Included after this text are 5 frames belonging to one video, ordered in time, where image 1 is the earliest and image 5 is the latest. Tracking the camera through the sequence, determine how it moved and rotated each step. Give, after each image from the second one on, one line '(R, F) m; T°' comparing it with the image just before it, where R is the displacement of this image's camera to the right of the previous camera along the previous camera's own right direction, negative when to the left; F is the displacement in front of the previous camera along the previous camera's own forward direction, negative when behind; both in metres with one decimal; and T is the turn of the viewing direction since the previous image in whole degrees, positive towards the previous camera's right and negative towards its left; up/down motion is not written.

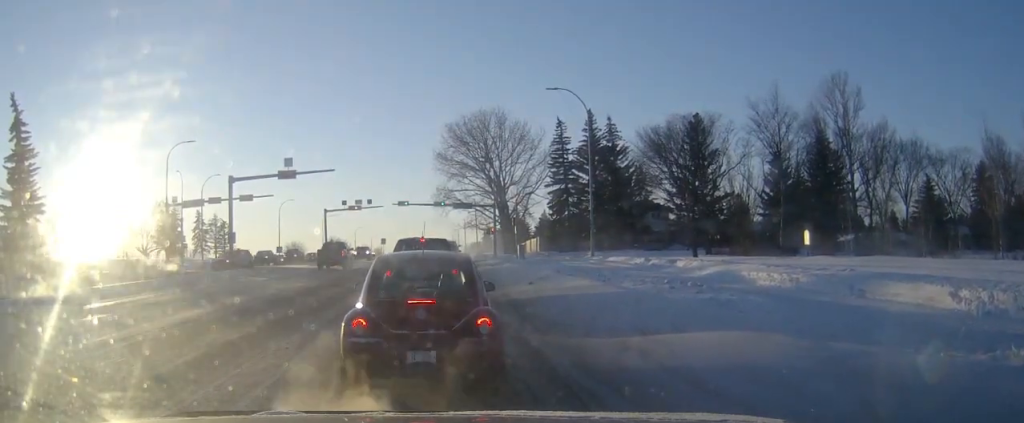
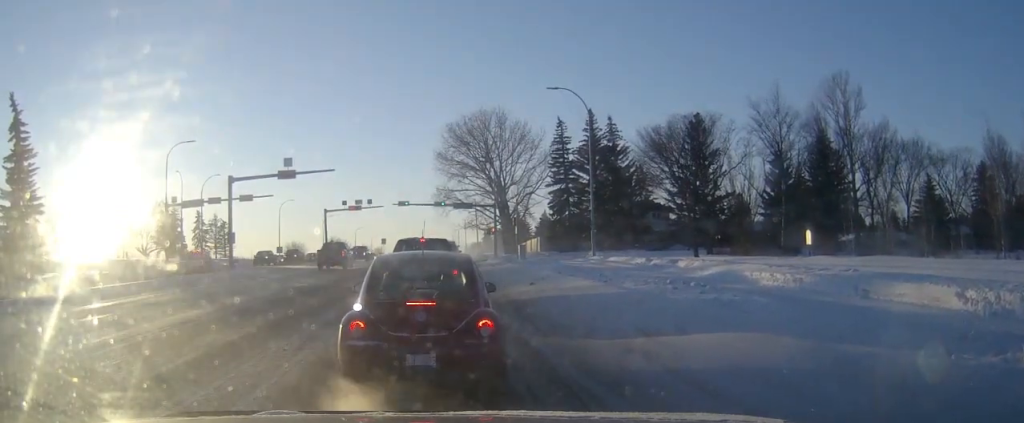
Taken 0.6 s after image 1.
(0.0, +0.2) m; 0°
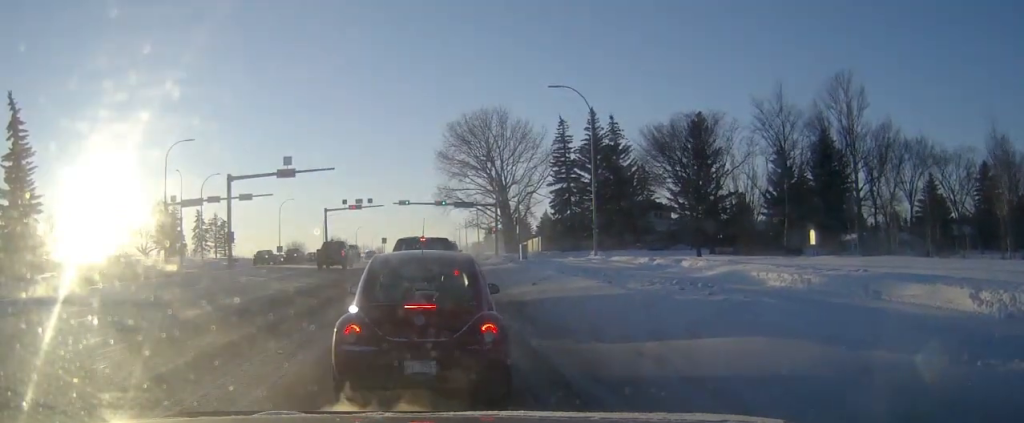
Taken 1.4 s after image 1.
(0.0, +0.3) m; 0°
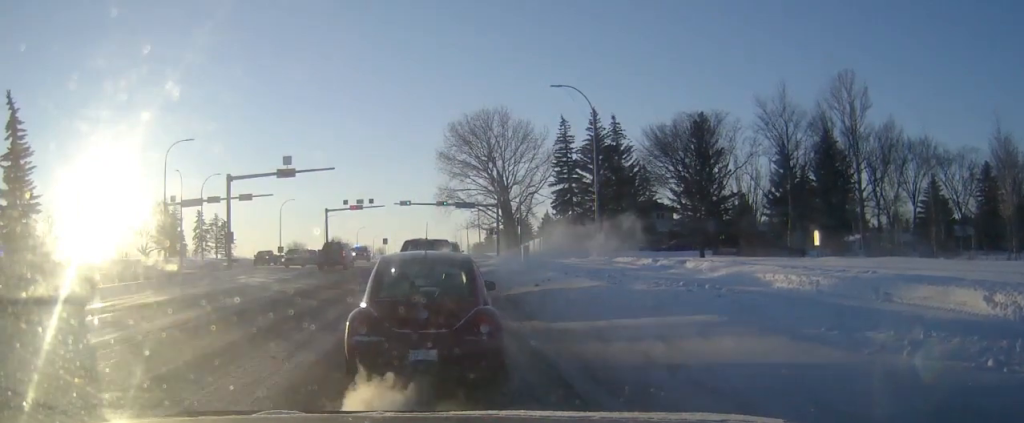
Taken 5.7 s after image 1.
(0.0, +1.8) m; 0°
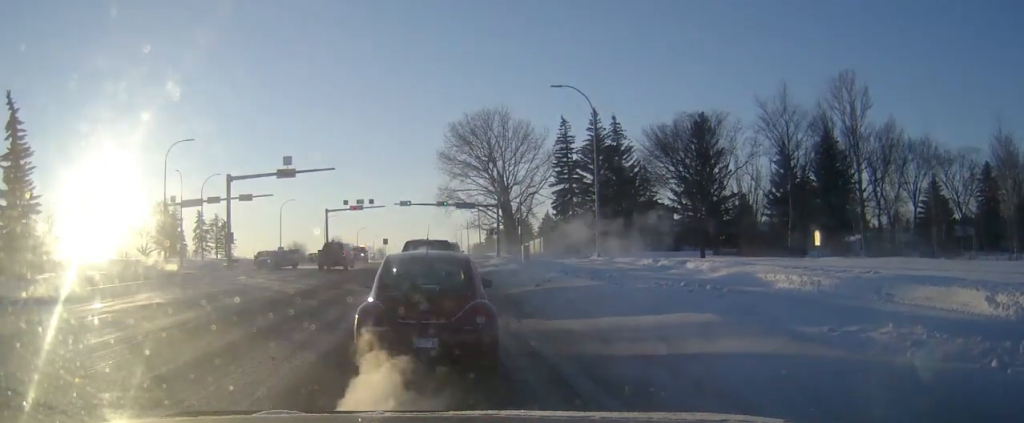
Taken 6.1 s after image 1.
(0.0, 0.0) m; 0°
